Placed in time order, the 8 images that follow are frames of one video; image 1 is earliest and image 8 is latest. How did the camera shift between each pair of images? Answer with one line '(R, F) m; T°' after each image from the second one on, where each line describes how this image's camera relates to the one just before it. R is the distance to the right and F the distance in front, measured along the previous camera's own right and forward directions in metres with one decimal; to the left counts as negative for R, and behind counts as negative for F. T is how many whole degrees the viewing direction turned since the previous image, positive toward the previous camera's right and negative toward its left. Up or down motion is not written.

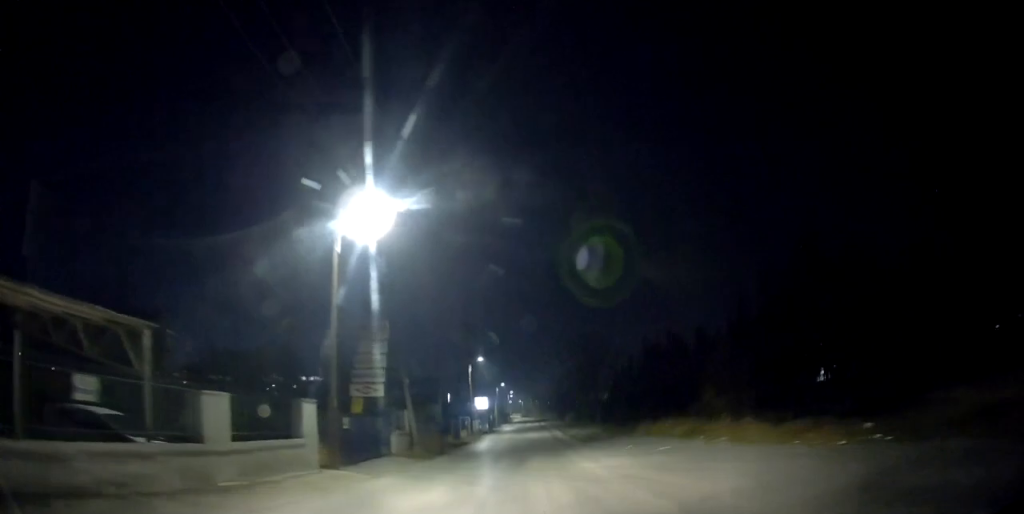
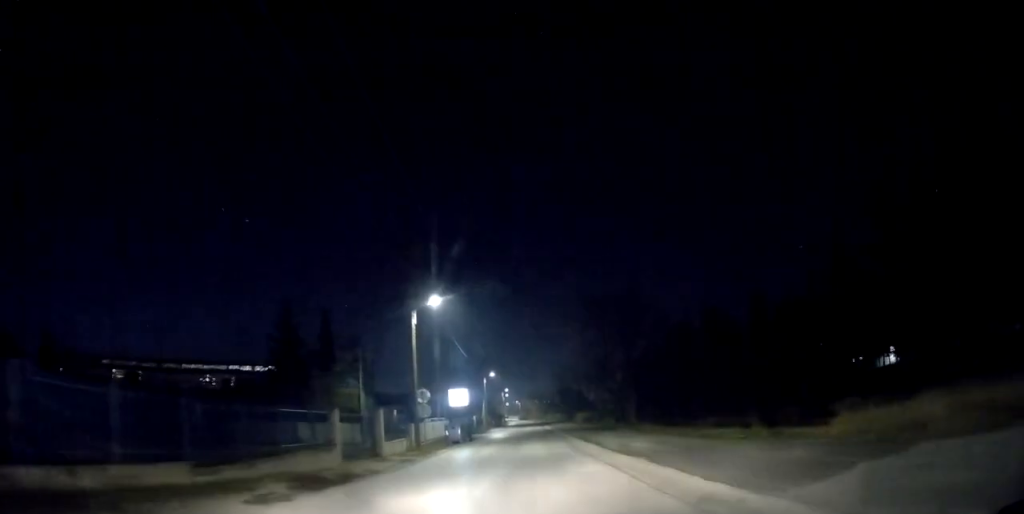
(+0.3, +24.5) m; 0°
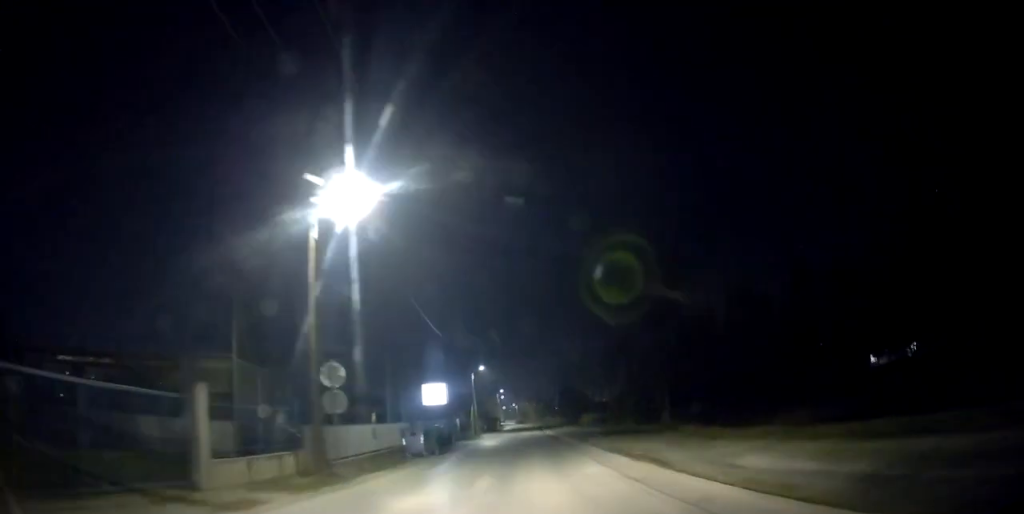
(-0.1, +12.4) m; -1°
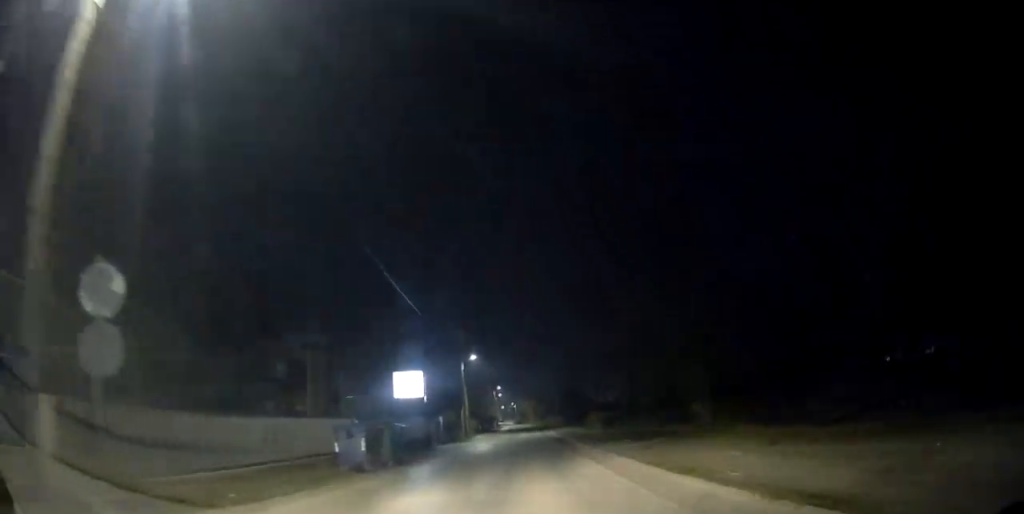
(-0.1, +8.8) m; 0°
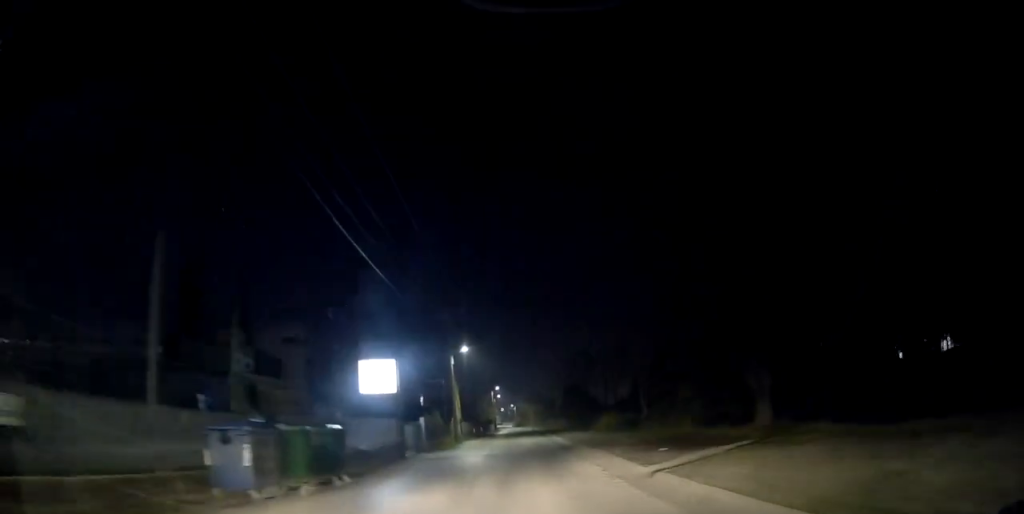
(0.0, +6.8) m; +1°
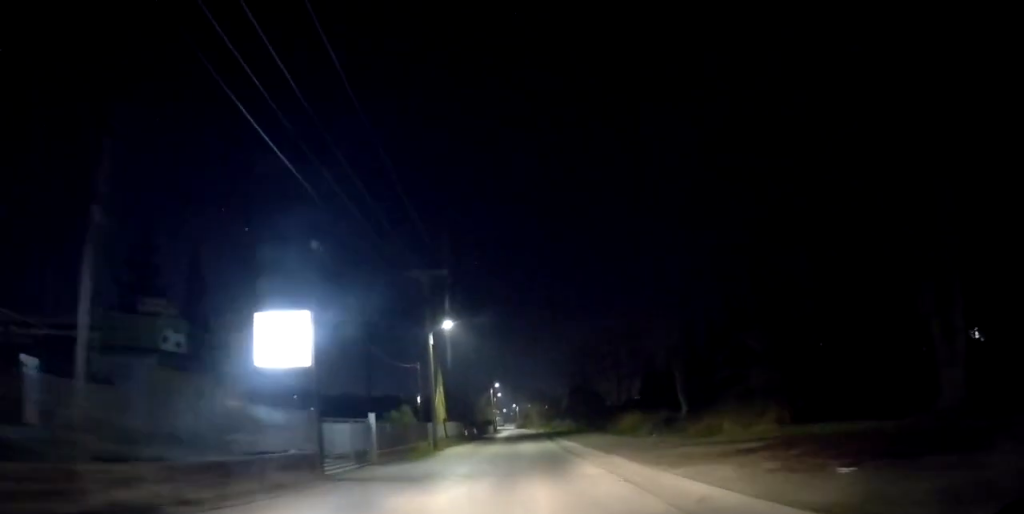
(+0.1, +10.6) m; 0°
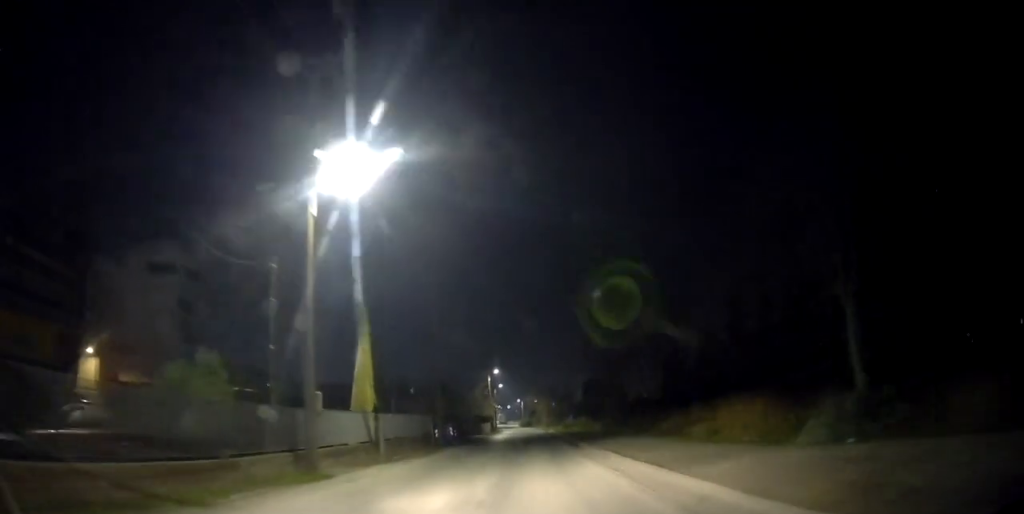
(-0.3, +19.5) m; -1°
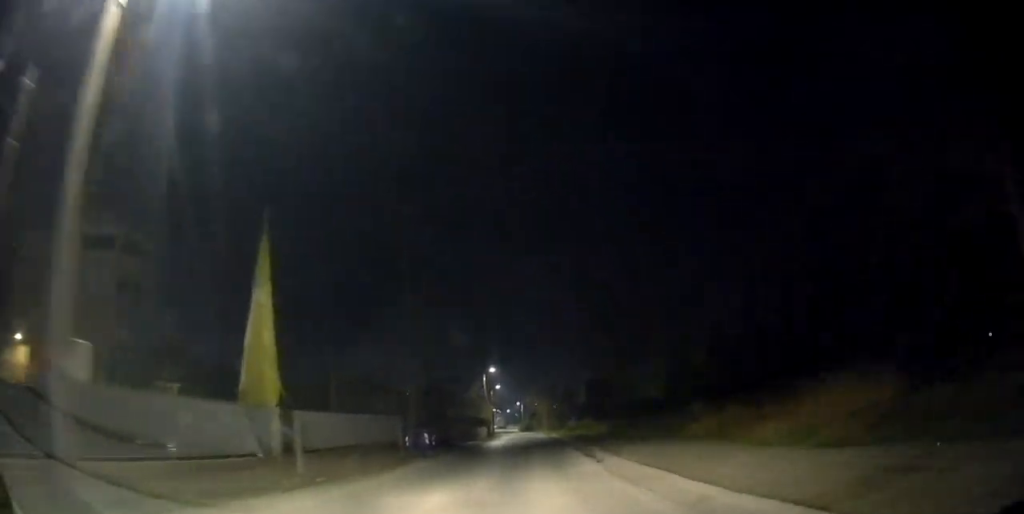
(+0.1, +7.8) m; 0°
